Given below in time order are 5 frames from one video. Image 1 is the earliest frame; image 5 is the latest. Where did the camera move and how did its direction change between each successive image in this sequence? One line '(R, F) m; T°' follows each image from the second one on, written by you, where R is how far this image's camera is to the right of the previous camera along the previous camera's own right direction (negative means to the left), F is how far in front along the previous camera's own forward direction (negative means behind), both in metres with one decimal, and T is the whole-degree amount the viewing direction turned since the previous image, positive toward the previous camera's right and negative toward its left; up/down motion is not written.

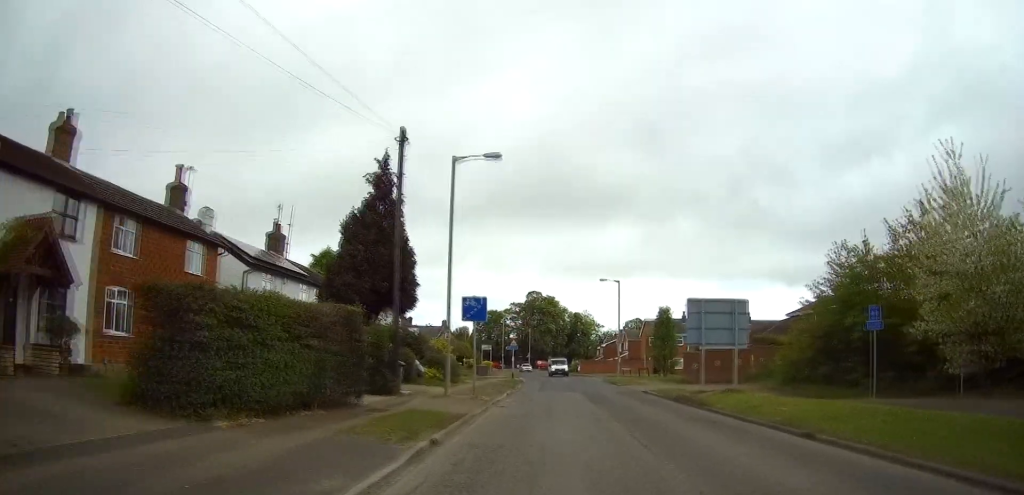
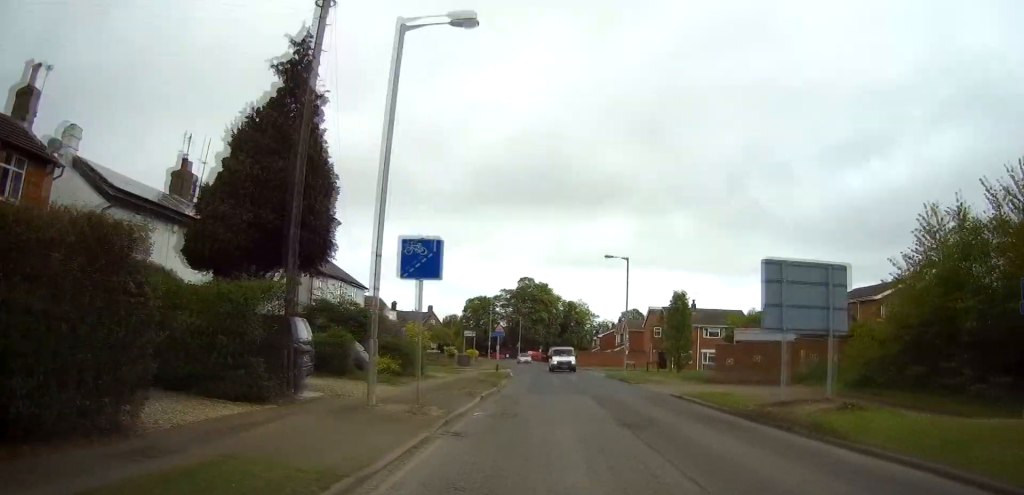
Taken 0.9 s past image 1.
(+0.1, +9.6) m; +1°
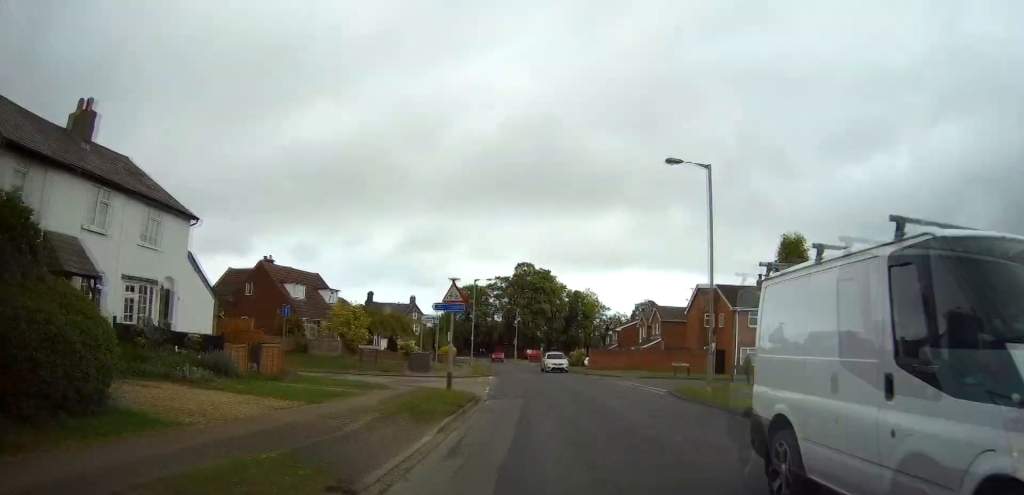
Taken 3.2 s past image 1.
(+0.5, +23.5) m; +1°
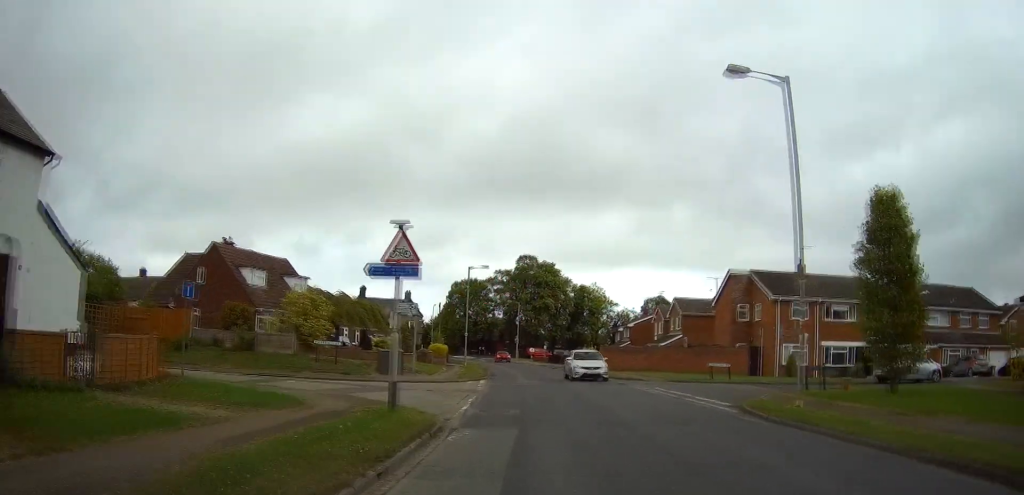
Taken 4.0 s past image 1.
(-0.1, +8.3) m; -1°
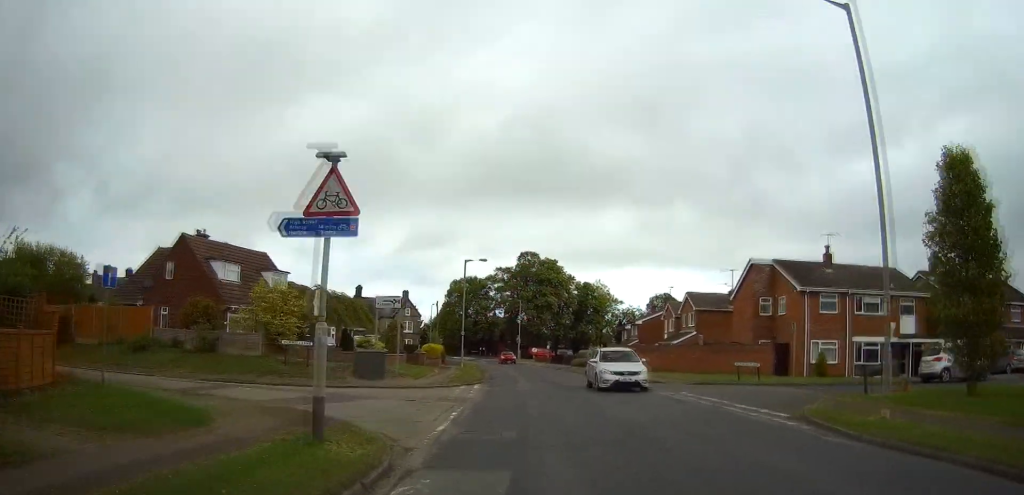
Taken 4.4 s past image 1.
(0.0, +4.3) m; 0°
